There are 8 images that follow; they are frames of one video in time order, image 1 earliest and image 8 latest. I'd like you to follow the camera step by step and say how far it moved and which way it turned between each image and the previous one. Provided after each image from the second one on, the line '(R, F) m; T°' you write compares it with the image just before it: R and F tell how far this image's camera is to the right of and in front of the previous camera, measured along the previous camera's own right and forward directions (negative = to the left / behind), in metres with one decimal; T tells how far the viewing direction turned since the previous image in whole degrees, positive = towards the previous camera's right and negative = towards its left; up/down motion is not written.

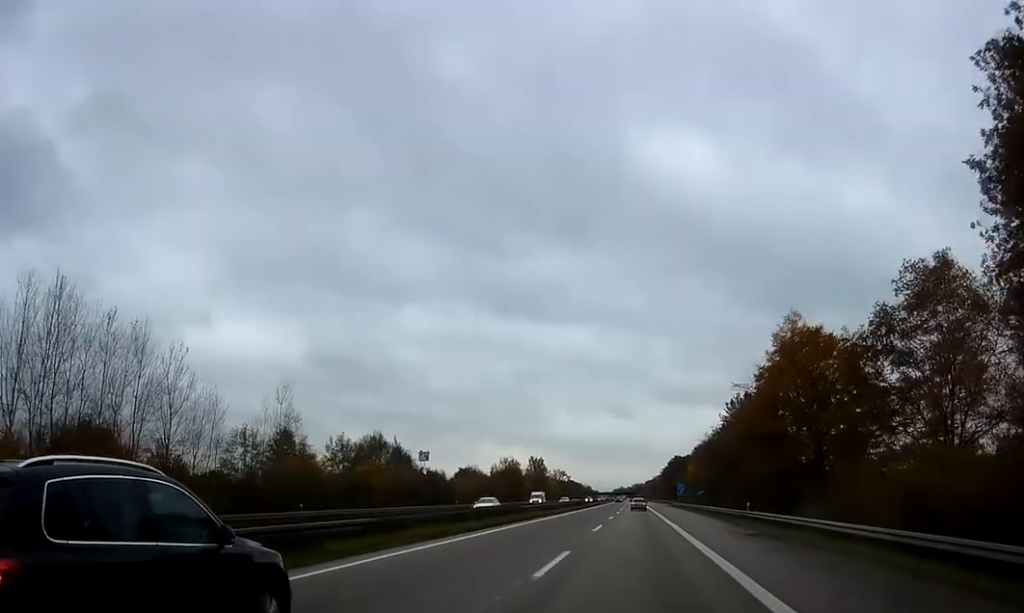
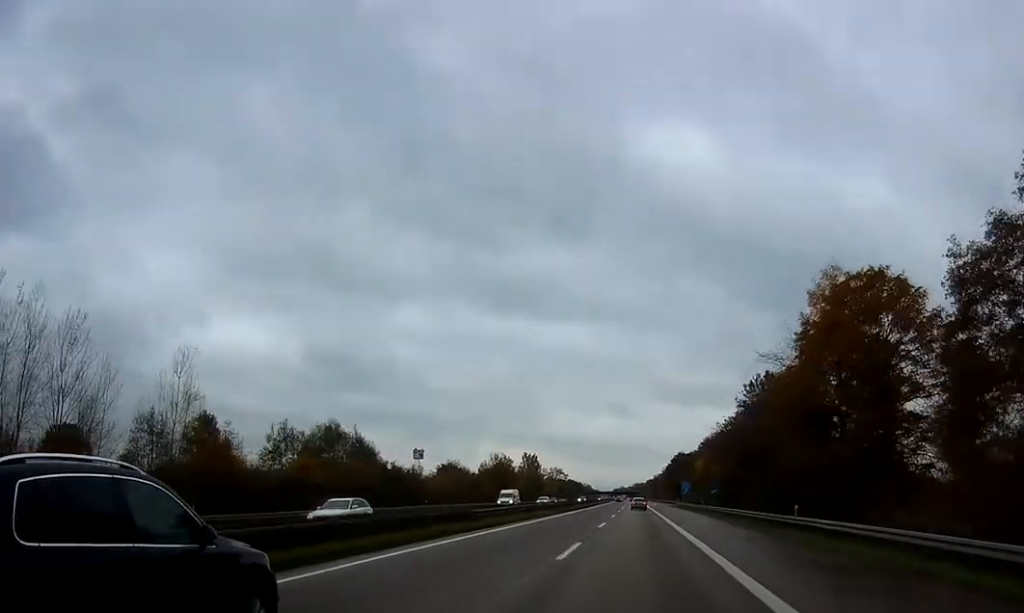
(-0.1, +14.9) m; 0°
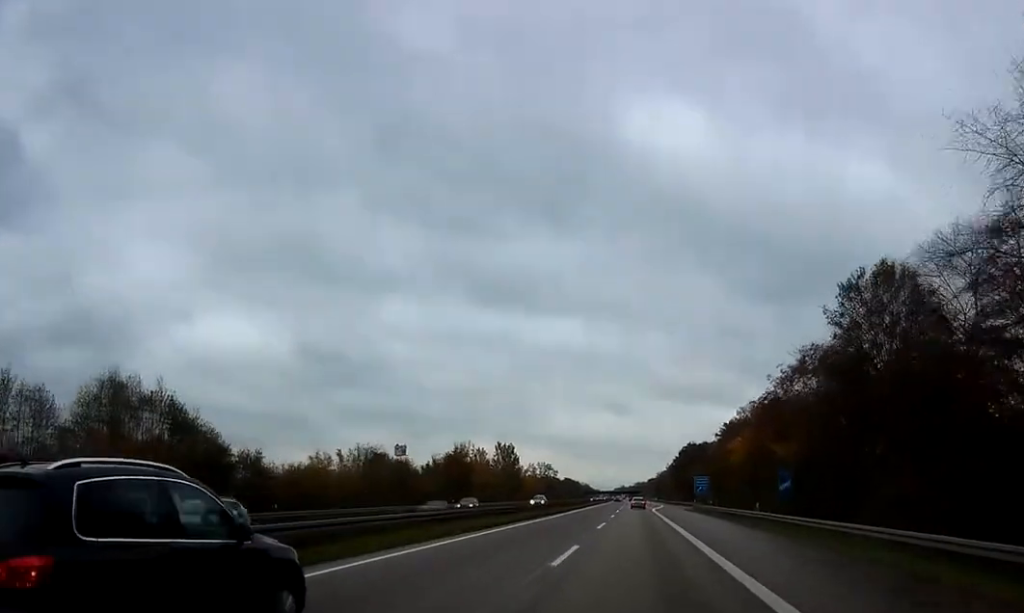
(-0.5, +38.4) m; -1°
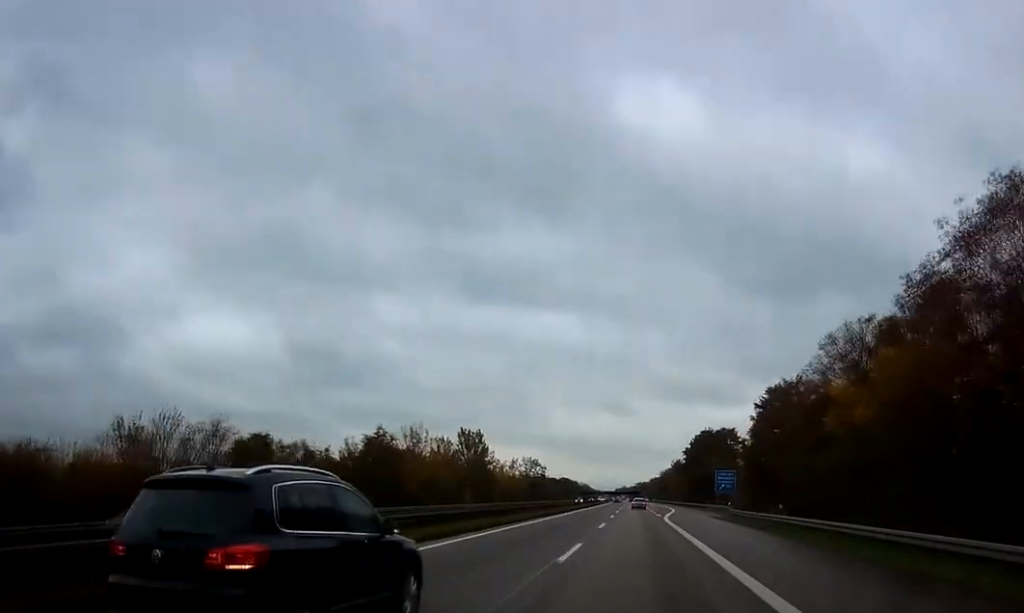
(+0.1, +35.0) m; 0°
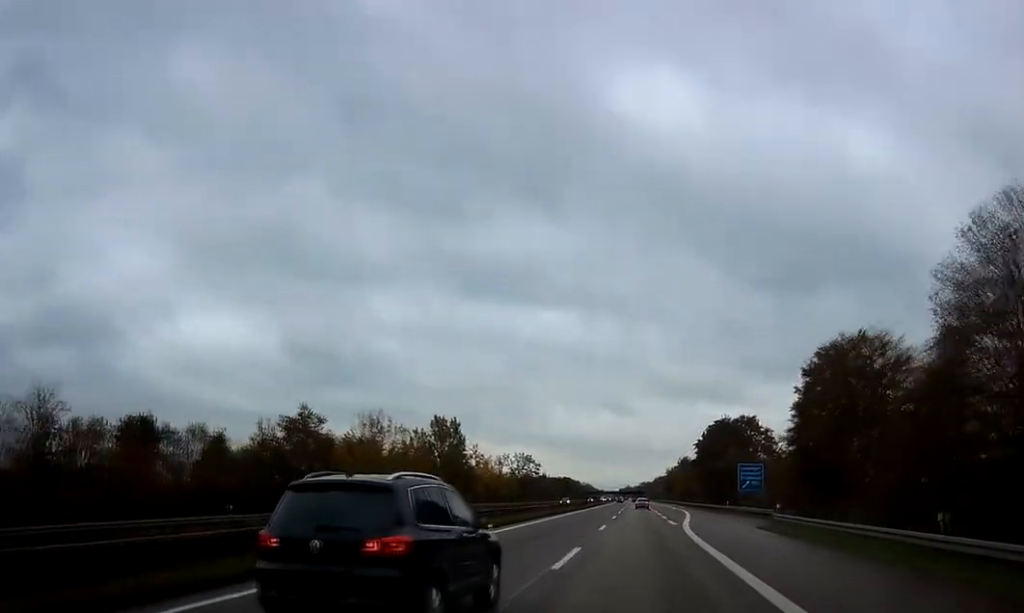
(0.0, +20.0) m; 0°
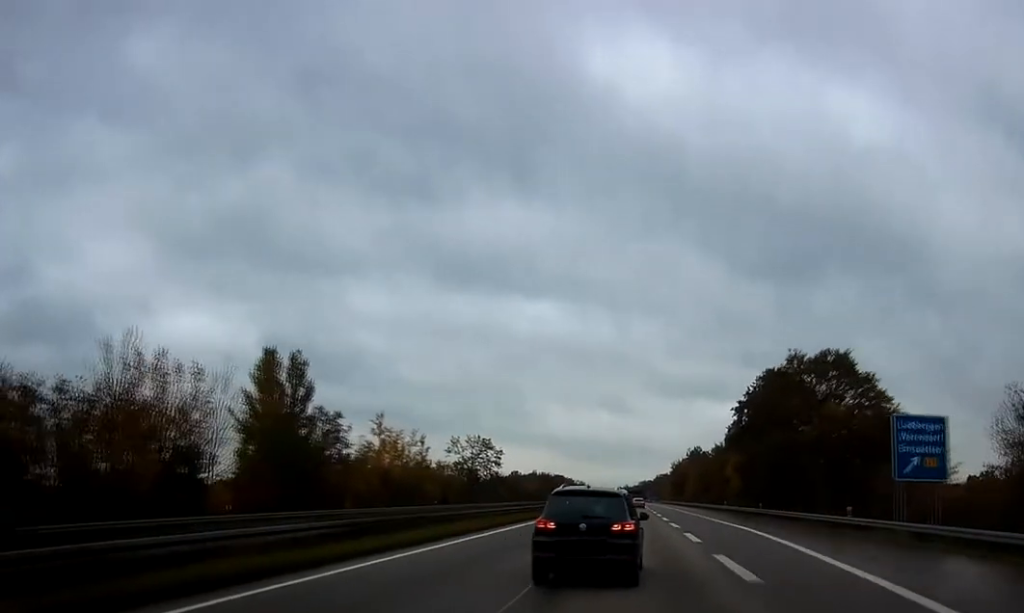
(-0.8, +52.2) m; -1°
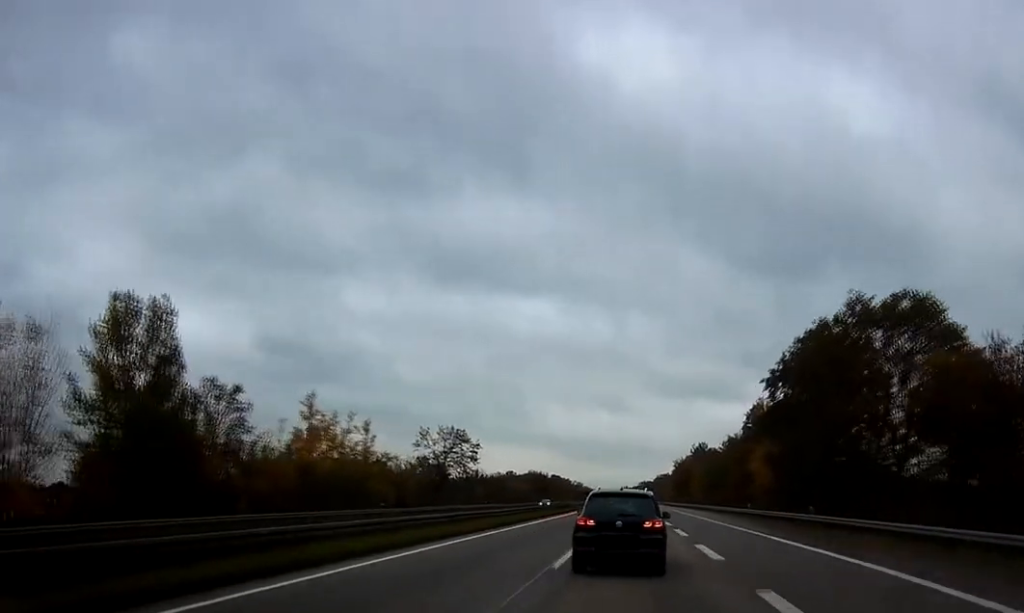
(+0.1, +19.0) m; 0°
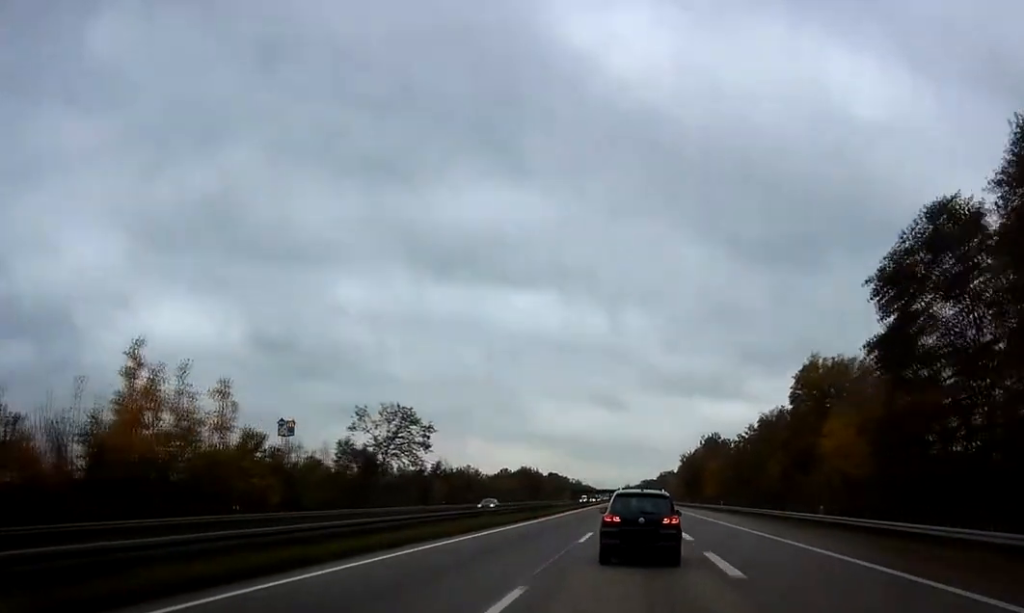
(0.0, +26.9) m; 0°
